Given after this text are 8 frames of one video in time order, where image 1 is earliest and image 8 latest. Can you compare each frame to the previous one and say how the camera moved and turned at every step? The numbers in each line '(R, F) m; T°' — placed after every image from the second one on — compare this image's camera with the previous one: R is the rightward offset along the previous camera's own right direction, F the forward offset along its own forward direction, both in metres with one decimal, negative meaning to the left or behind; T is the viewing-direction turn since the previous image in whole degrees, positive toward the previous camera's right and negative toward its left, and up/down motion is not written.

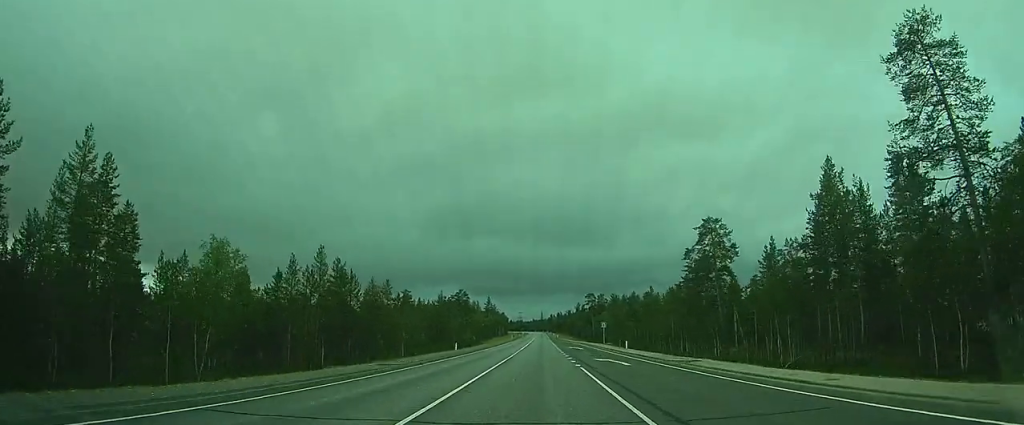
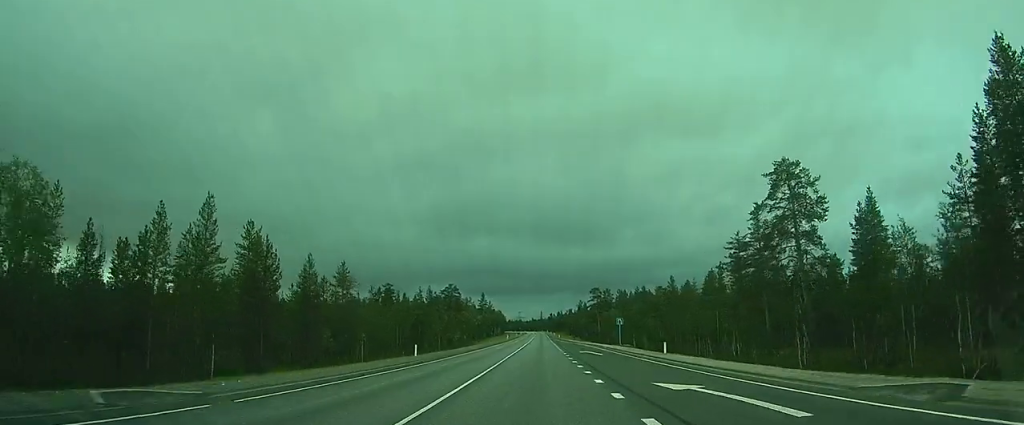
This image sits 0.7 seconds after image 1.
(0.0, +15.0) m; 0°
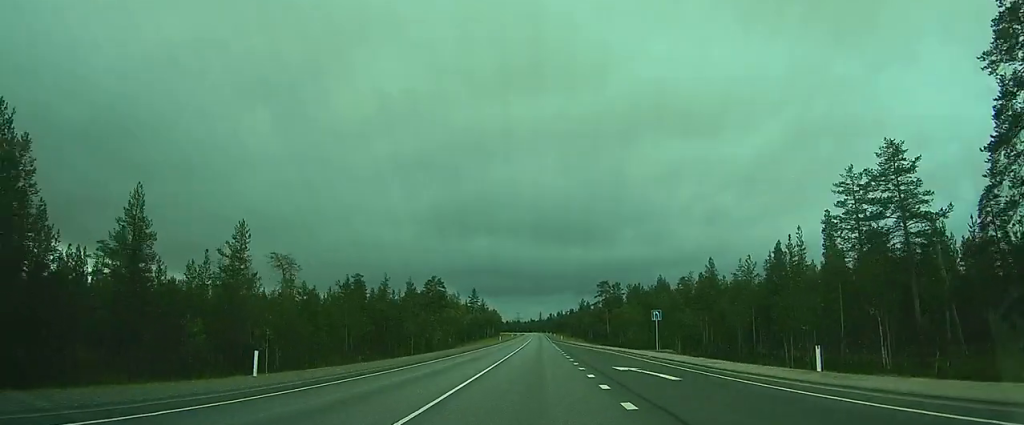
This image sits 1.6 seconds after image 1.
(0.0, +19.5) m; 0°
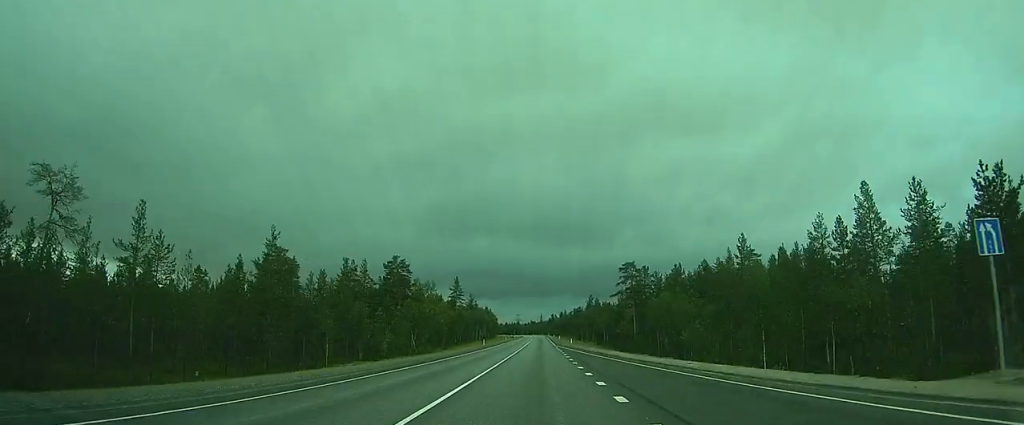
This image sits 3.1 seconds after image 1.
(0.0, +34.0) m; 0°
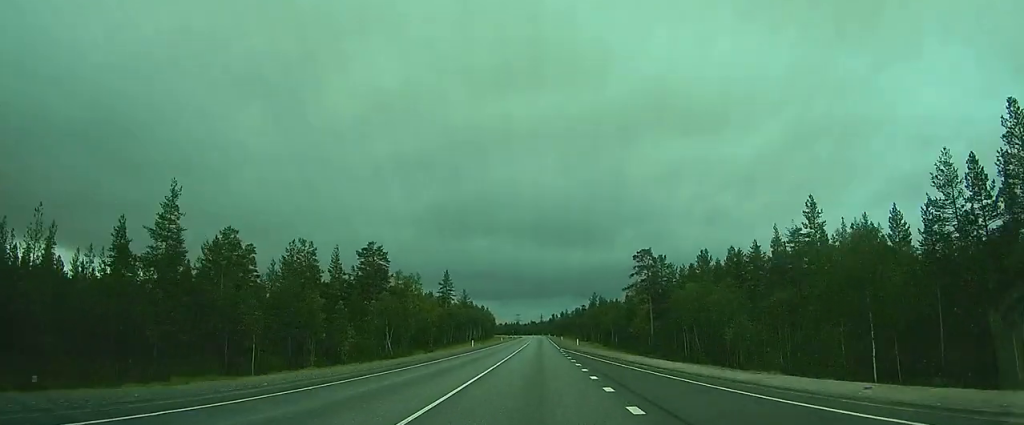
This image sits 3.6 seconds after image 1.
(-0.1, +14.4) m; +1°
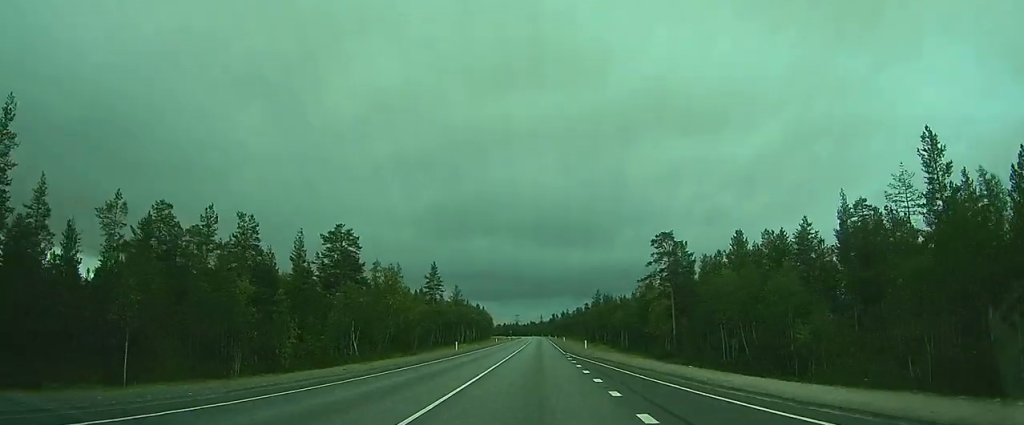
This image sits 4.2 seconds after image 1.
(+0.2, +14.7) m; +2°
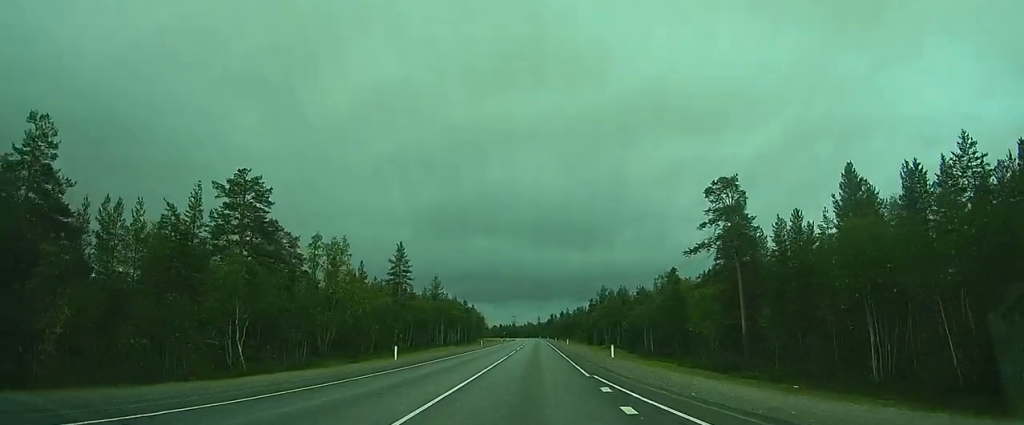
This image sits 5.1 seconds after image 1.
(+0.7, +27.2) m; +2°
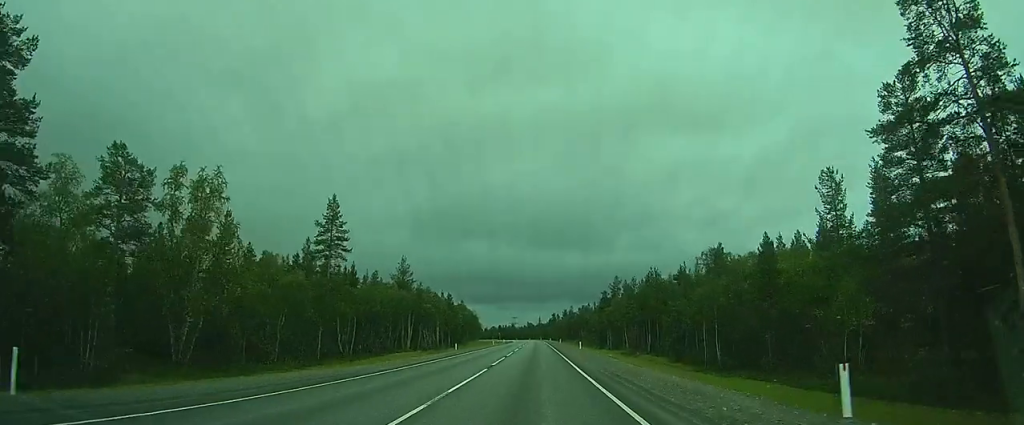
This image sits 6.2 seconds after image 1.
(+0.1, +32.1) m; -2°
